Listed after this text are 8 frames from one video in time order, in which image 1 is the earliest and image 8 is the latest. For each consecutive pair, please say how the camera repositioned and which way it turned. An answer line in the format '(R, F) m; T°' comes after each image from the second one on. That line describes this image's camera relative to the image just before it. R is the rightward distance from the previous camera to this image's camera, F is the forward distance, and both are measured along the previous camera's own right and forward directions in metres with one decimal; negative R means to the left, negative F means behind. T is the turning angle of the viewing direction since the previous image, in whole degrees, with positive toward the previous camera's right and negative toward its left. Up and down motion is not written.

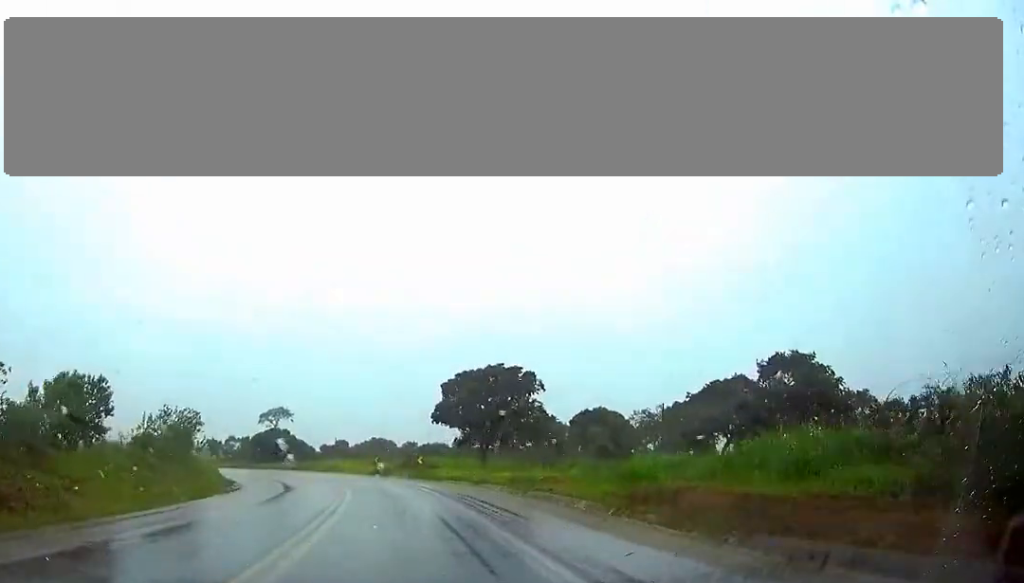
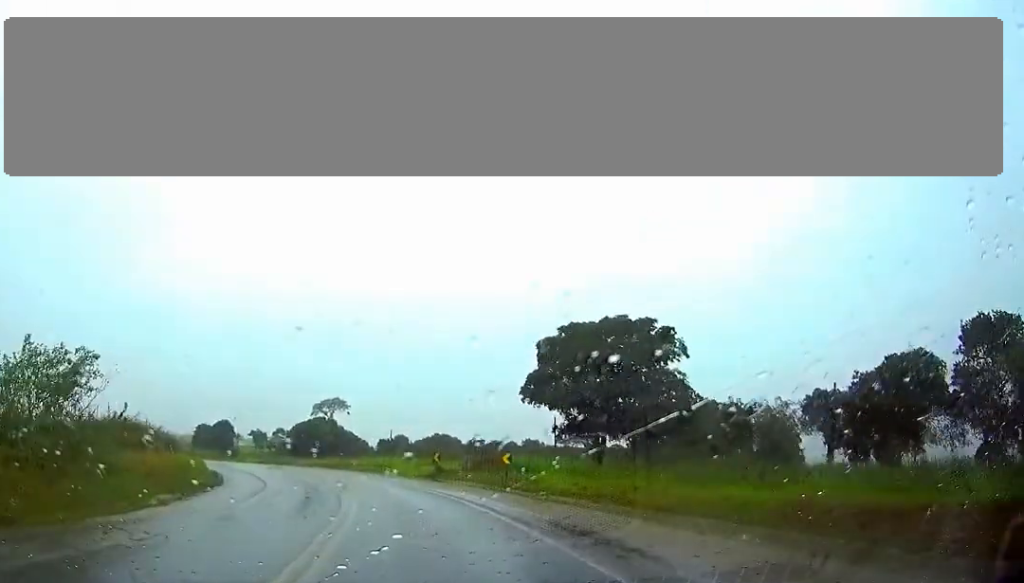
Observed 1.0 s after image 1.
(-0.4, +24.5) m; -4°
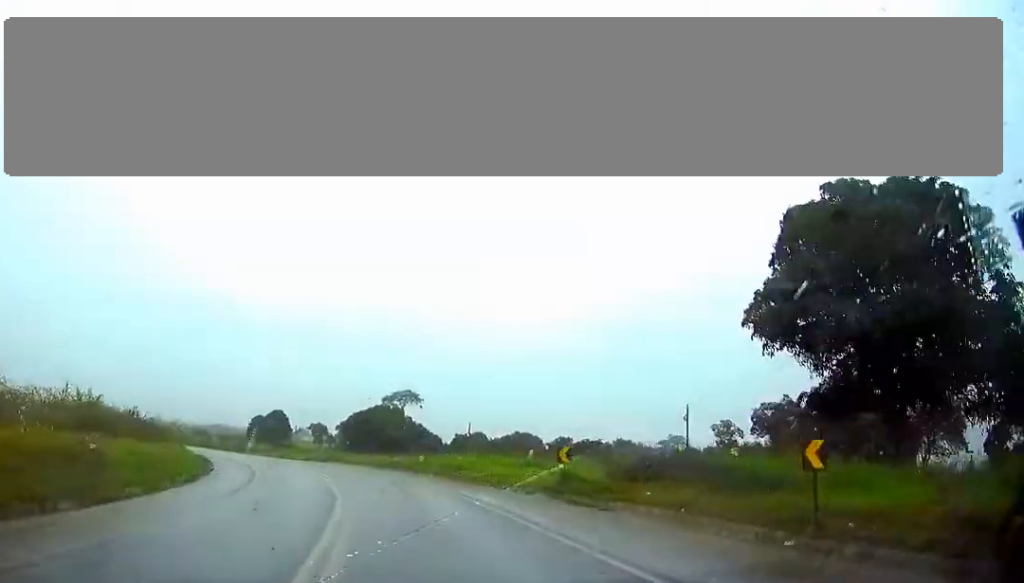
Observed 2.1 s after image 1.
(-1.4, +25.3) m; -6°
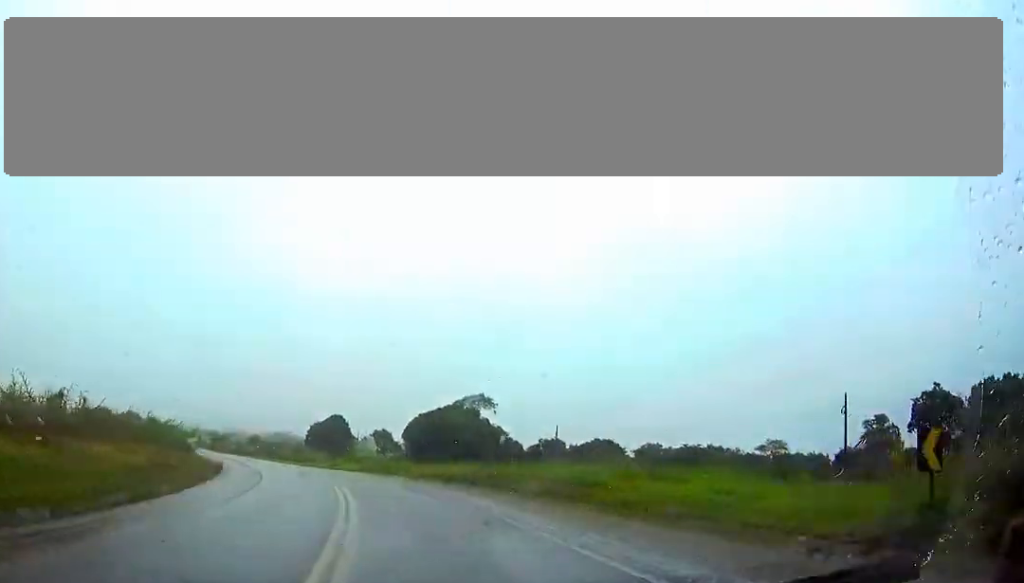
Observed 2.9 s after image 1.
(-0.6, +19.0) m; -4°
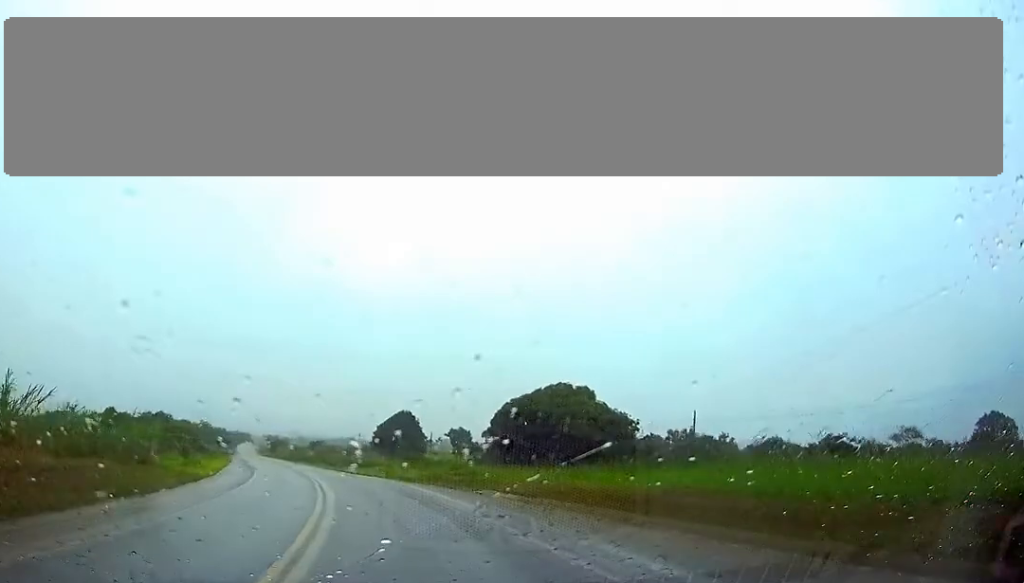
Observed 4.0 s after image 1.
(-1.5, +26.9) m; -7°
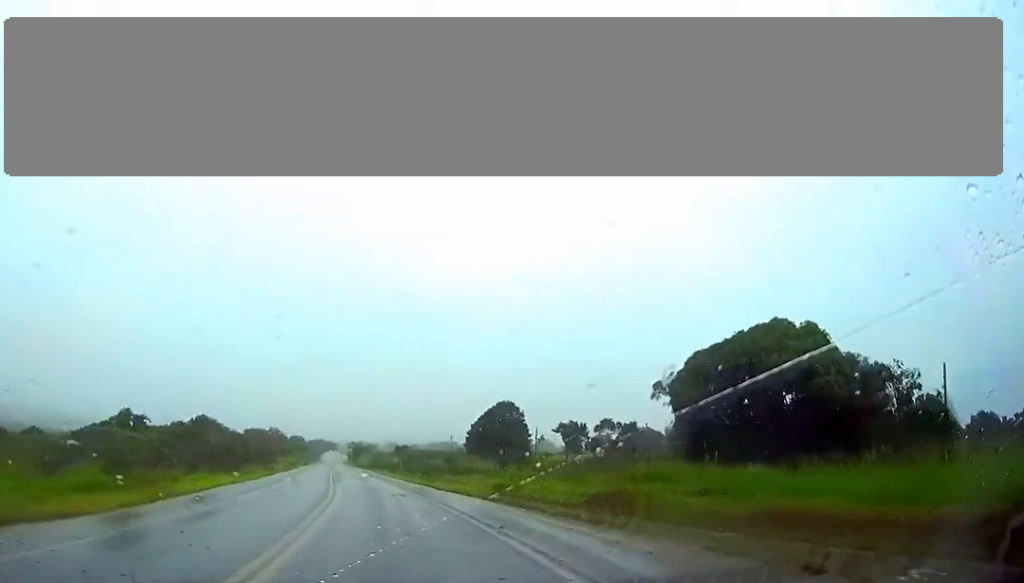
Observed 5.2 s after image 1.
(-2.0, +28.5) m; -7°
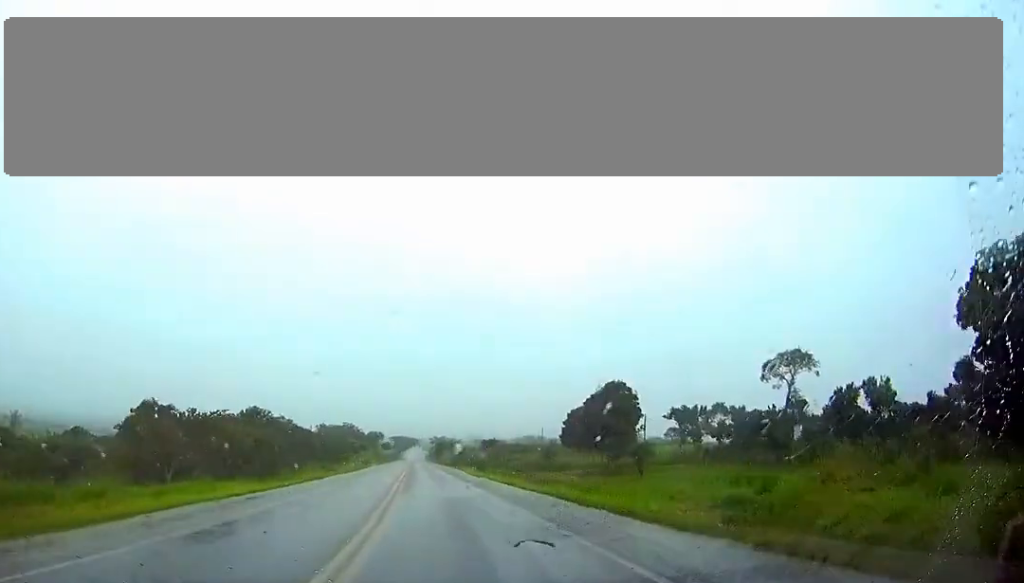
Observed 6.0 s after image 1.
(-0.7, +19.3) m; -2°
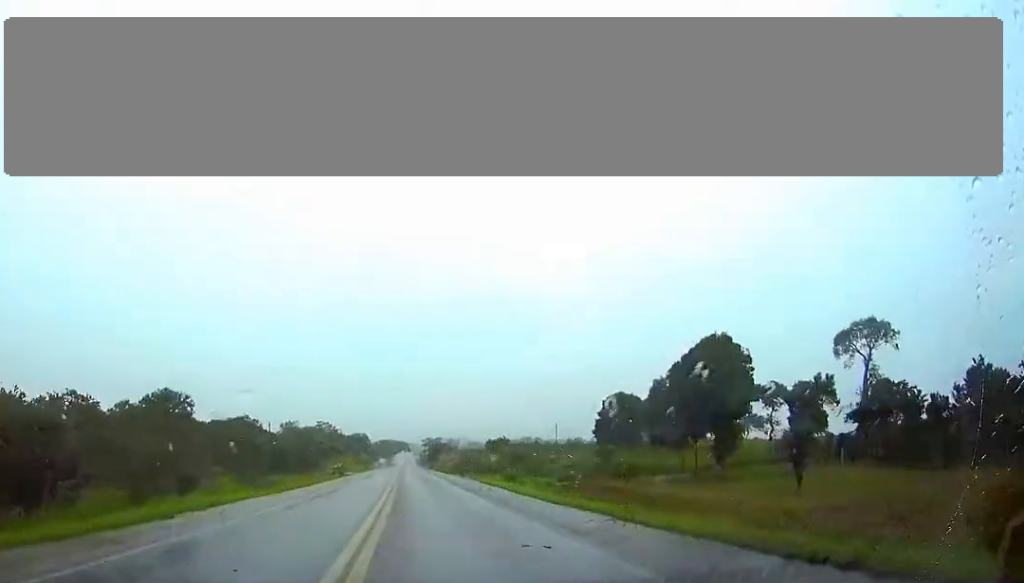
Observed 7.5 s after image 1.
(-0.5, +35.2) m; -2°
